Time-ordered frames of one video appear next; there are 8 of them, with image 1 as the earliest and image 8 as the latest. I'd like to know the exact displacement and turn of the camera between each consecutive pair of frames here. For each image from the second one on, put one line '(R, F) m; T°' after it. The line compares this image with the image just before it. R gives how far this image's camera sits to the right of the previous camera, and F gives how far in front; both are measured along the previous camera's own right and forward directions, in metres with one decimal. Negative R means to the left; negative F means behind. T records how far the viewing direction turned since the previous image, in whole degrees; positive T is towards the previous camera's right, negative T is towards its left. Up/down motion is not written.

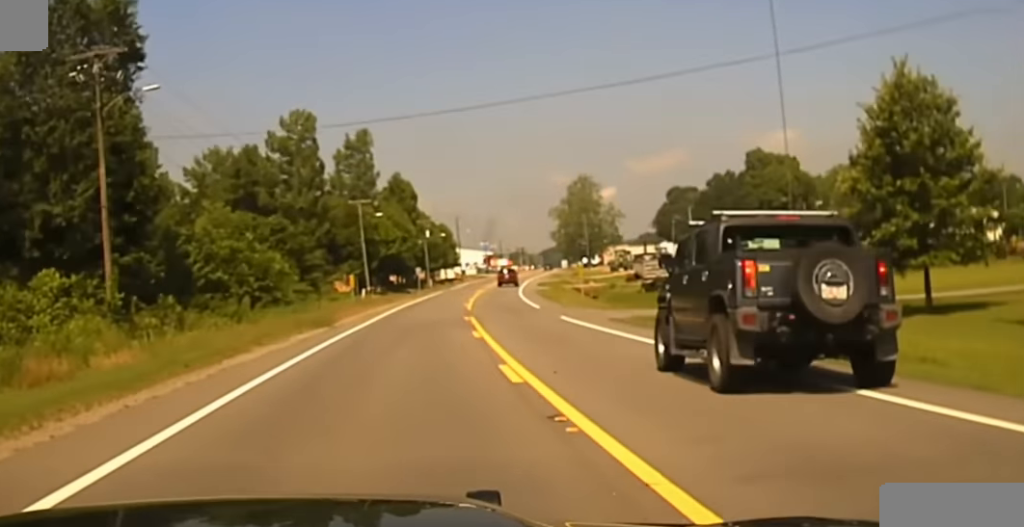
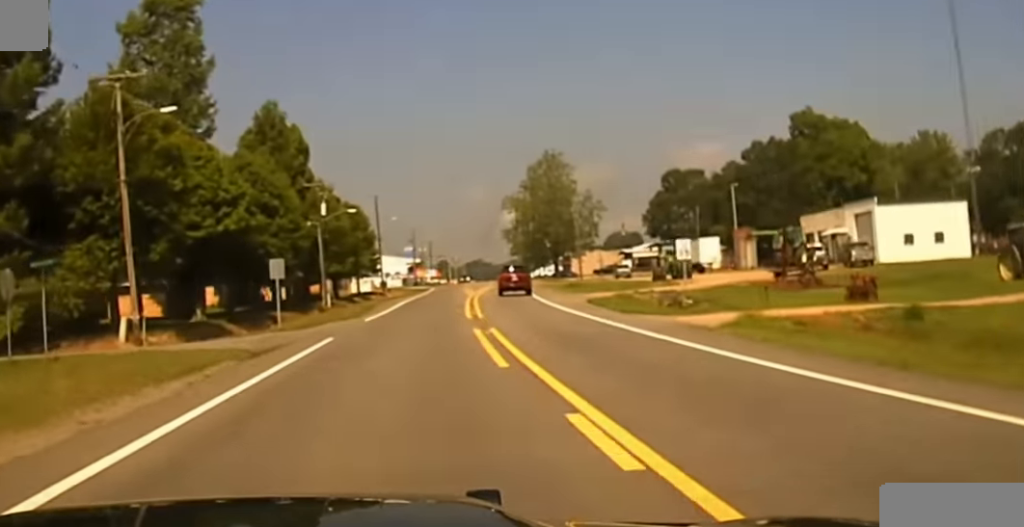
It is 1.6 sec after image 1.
(+2.1, +66.1) m; +4°
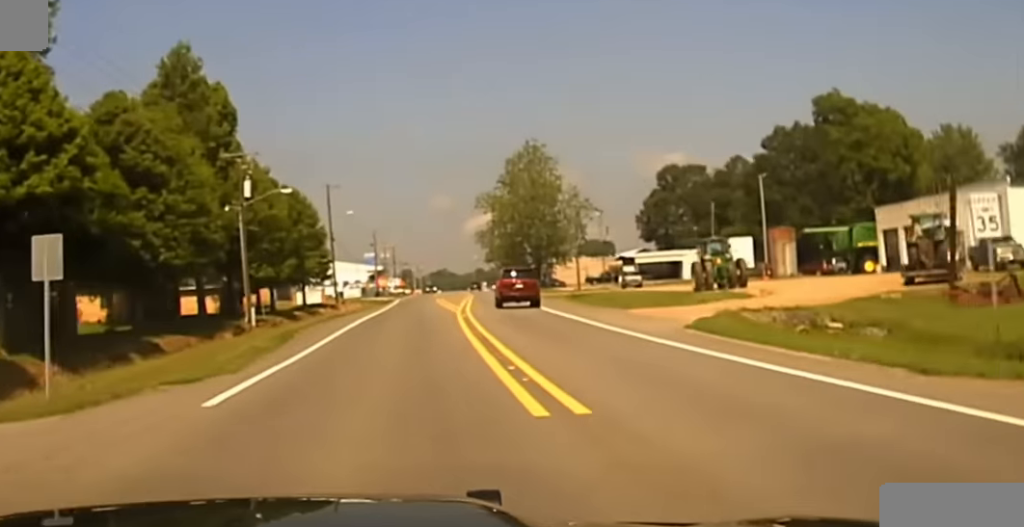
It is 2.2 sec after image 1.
(+0.6, +26.6) m; +2°
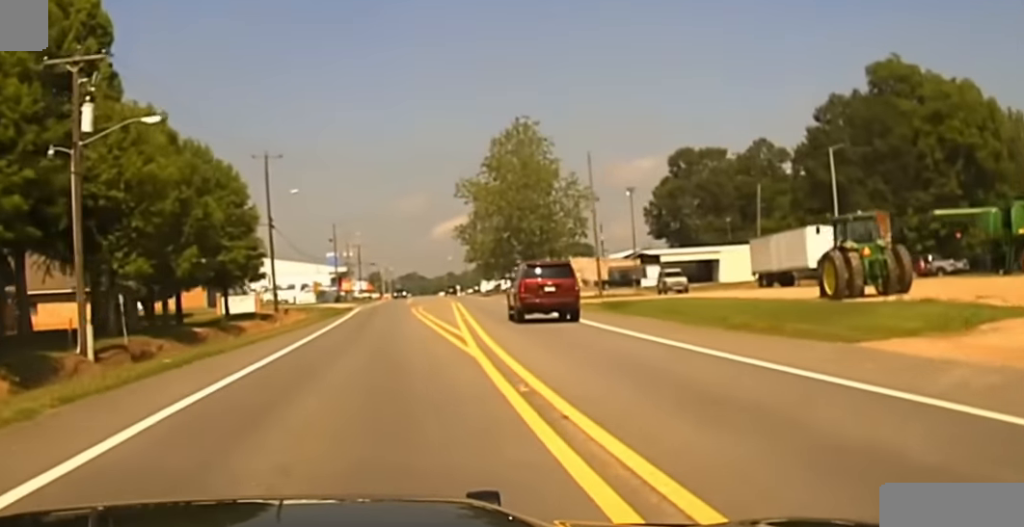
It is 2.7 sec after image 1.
(+0.3, +26.0) m; +2°
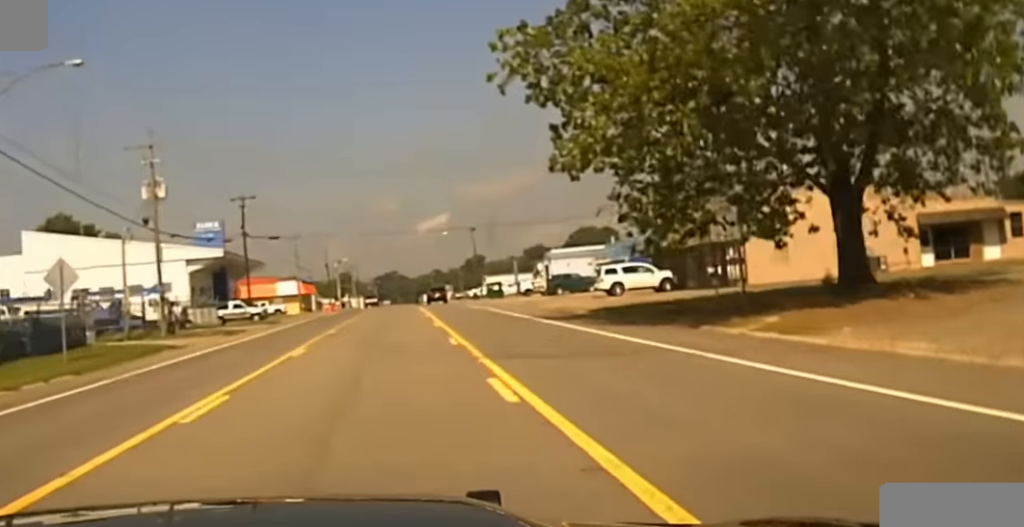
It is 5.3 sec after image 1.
(+5.0, +120.7) m; +4°
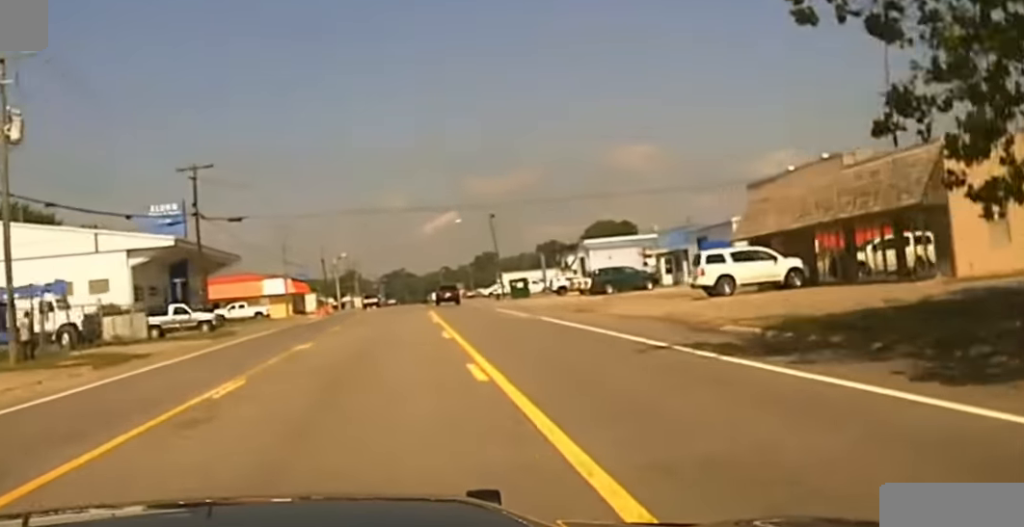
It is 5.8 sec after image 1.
(+0.1, +19.5) m; 0°
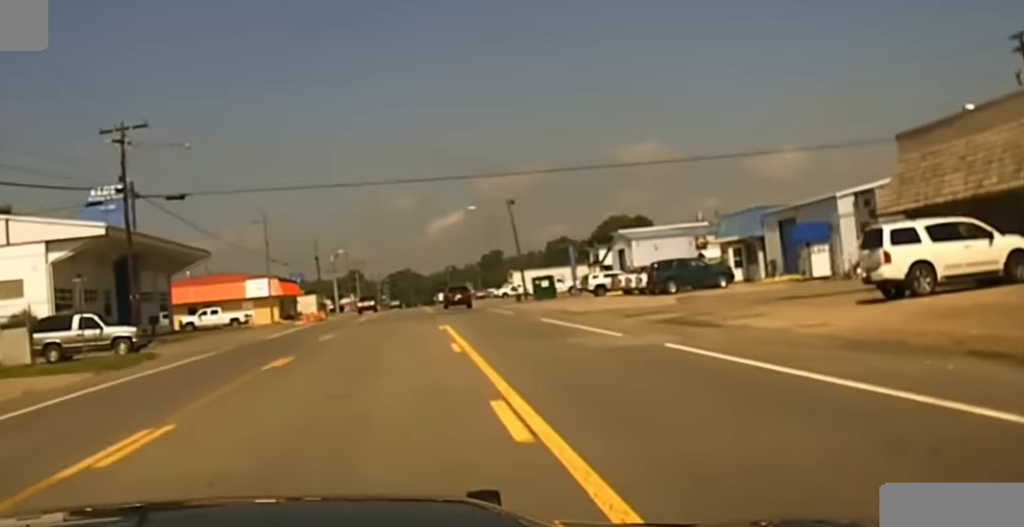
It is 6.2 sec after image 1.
(0.0, +15.5) m; 0°
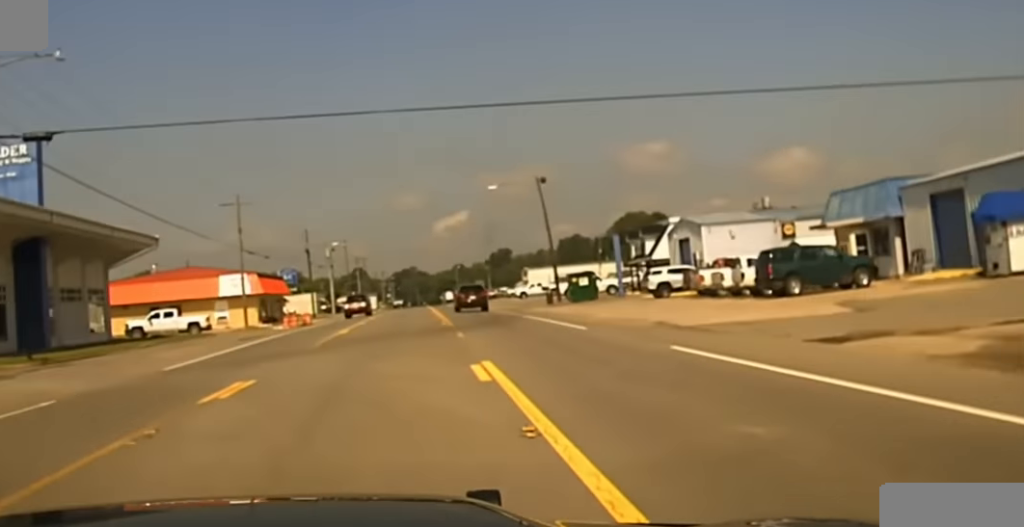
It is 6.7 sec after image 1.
(0.0, +16.8) m; 0°
